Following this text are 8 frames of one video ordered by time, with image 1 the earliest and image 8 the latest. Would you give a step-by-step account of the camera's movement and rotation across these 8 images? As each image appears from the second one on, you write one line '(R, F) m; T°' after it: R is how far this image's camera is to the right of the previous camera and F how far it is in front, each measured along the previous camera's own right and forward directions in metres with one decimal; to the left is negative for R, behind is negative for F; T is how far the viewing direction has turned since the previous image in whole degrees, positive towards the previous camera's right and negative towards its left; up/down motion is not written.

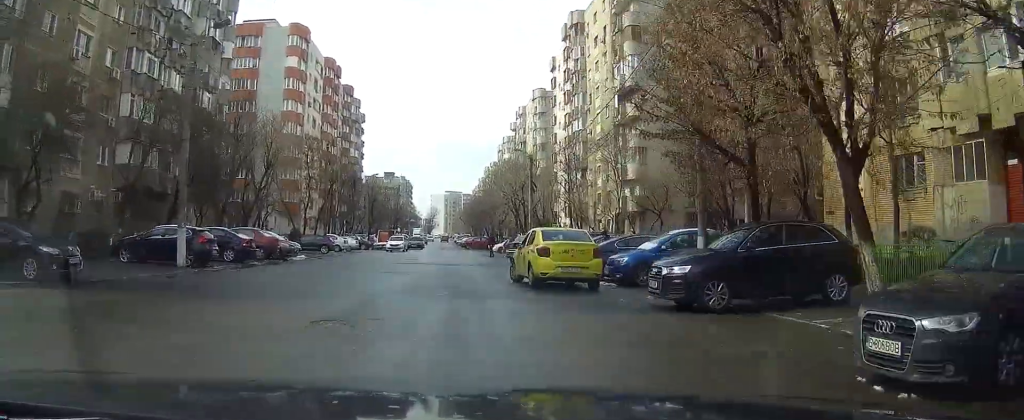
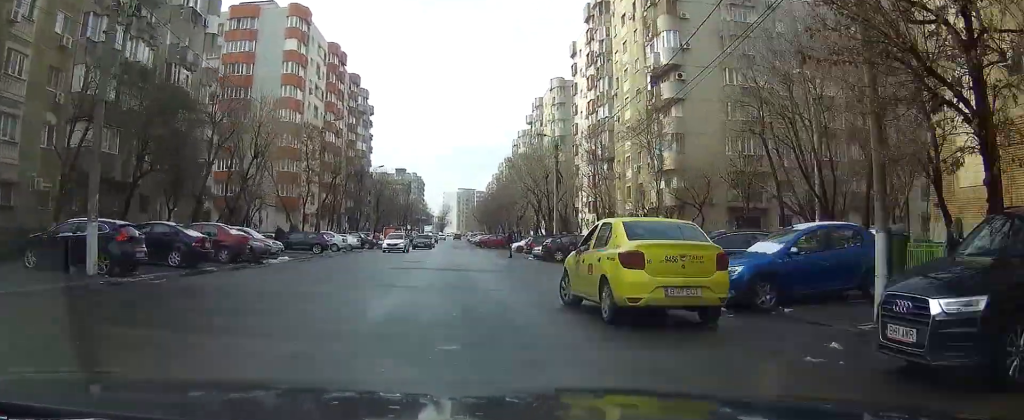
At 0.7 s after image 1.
(-0.4, +7.5) m; -3°
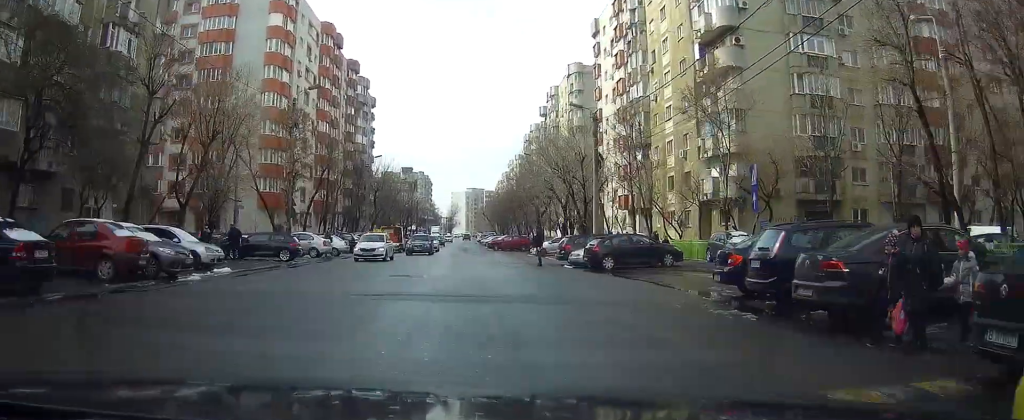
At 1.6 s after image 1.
(-0.5, +10.7) m; -3°
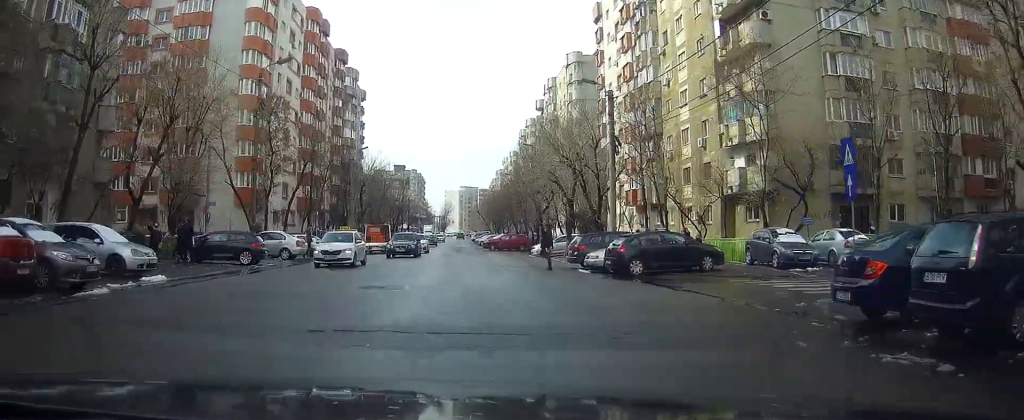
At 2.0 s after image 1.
(0.0, +5.4) m; -1°
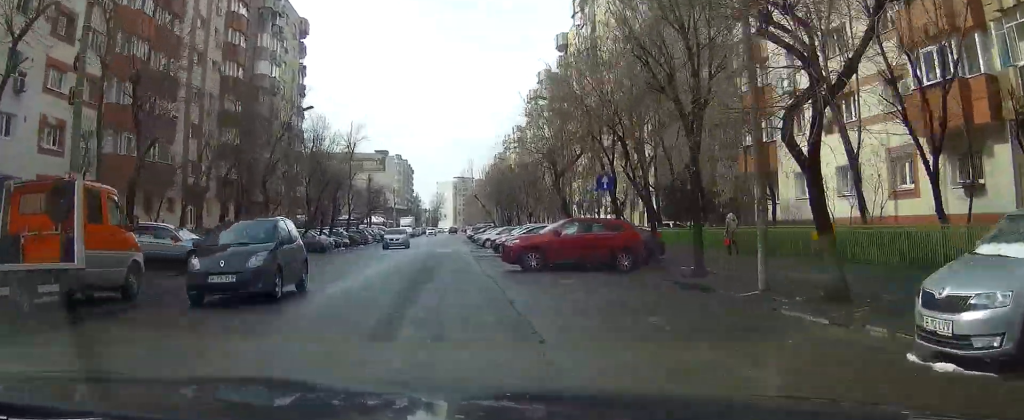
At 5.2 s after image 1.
(+0.9, +44.7) m; +2°
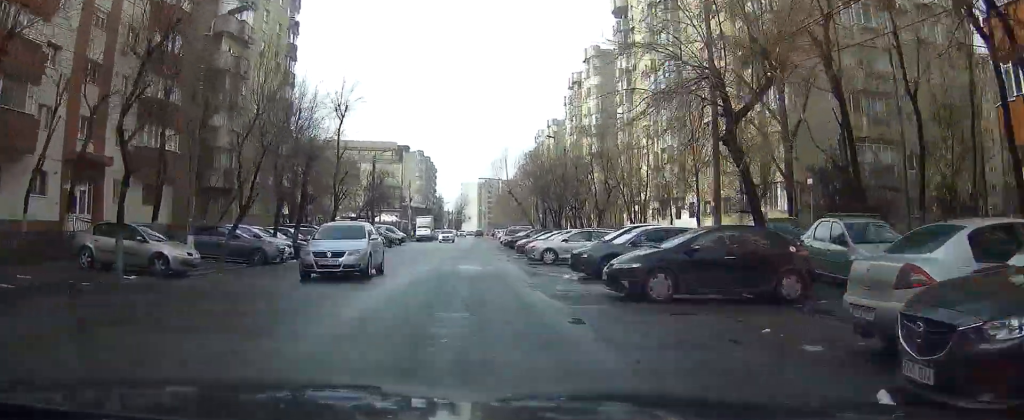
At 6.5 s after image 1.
(-0.4, +20.3) m; -2°
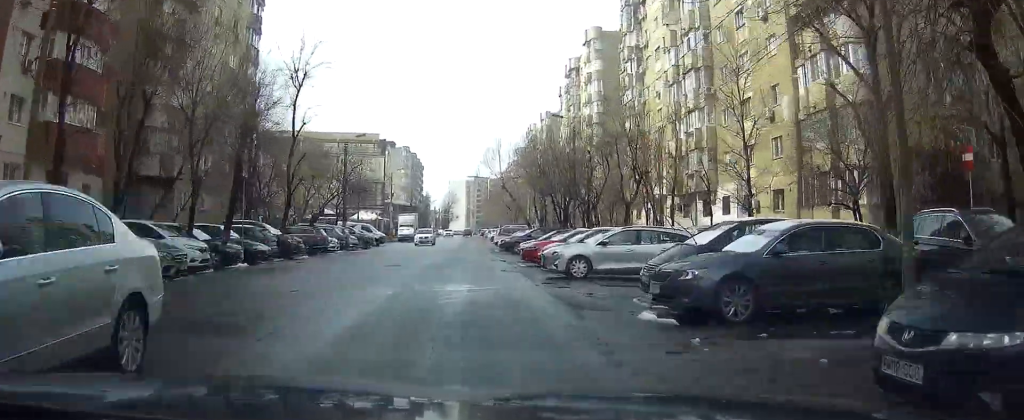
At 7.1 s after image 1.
(-0.1, +9.7) m; 0°
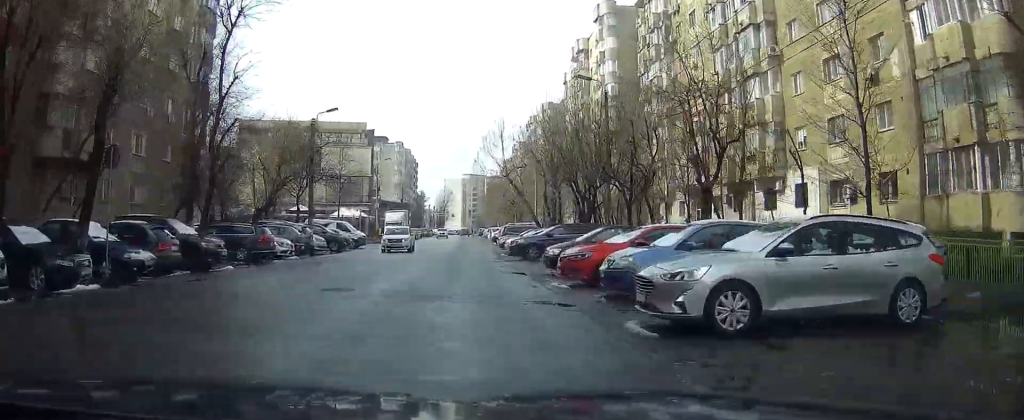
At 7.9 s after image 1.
(0.0, +11.2) m; 0°
